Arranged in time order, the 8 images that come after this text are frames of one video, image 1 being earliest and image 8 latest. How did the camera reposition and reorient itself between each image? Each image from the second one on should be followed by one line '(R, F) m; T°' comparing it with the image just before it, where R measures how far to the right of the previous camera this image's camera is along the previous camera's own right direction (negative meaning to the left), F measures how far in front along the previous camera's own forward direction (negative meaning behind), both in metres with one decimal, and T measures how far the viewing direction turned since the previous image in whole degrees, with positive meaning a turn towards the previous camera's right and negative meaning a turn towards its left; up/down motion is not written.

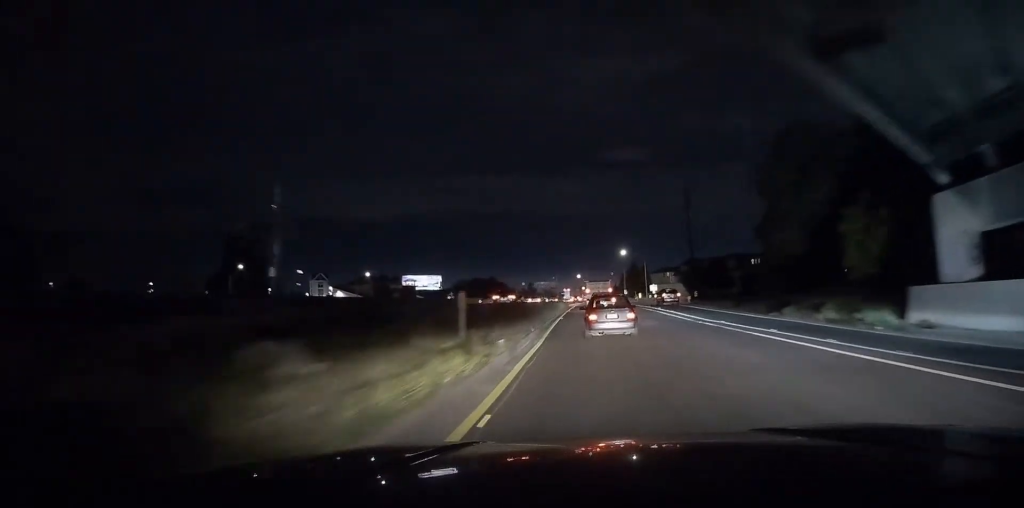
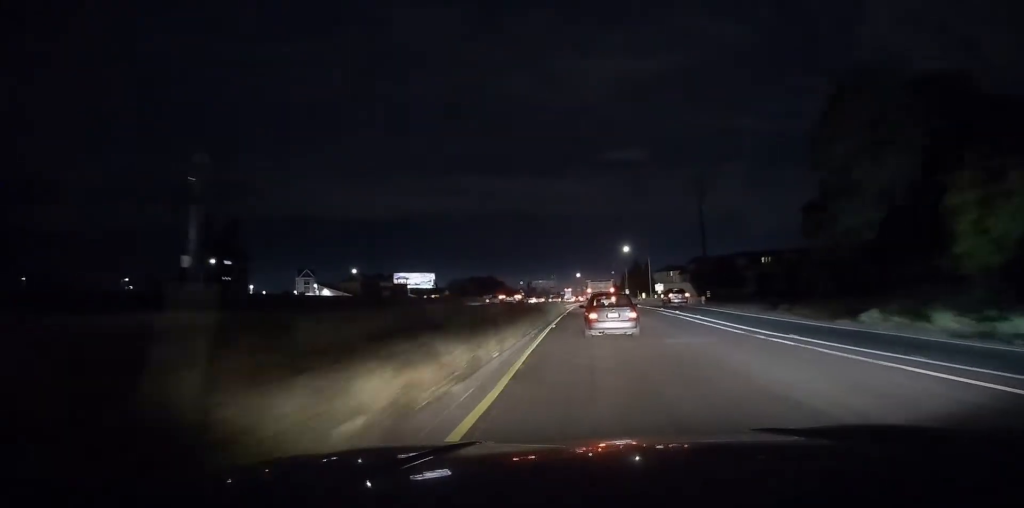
(+0.1, +9.6) m; 0°
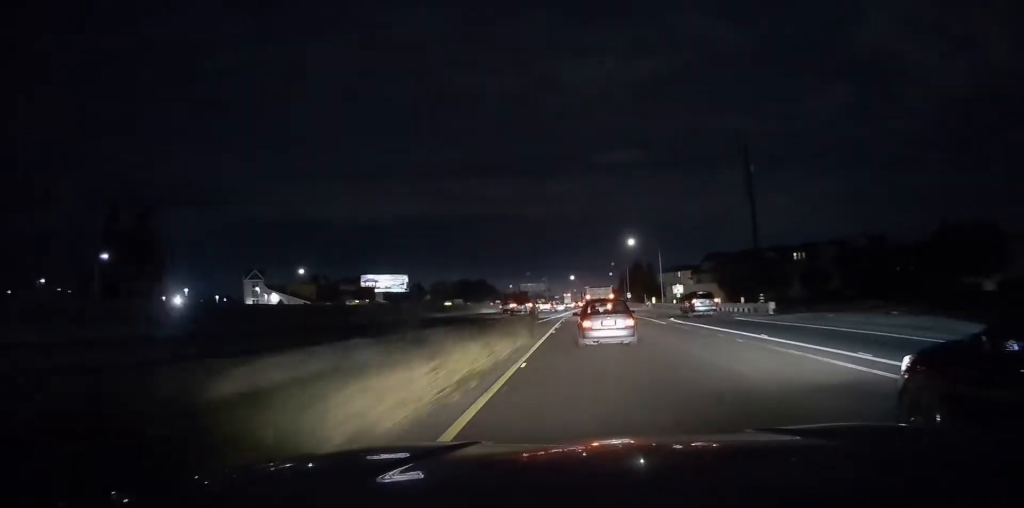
(+0.2, +27.6) m; +1°
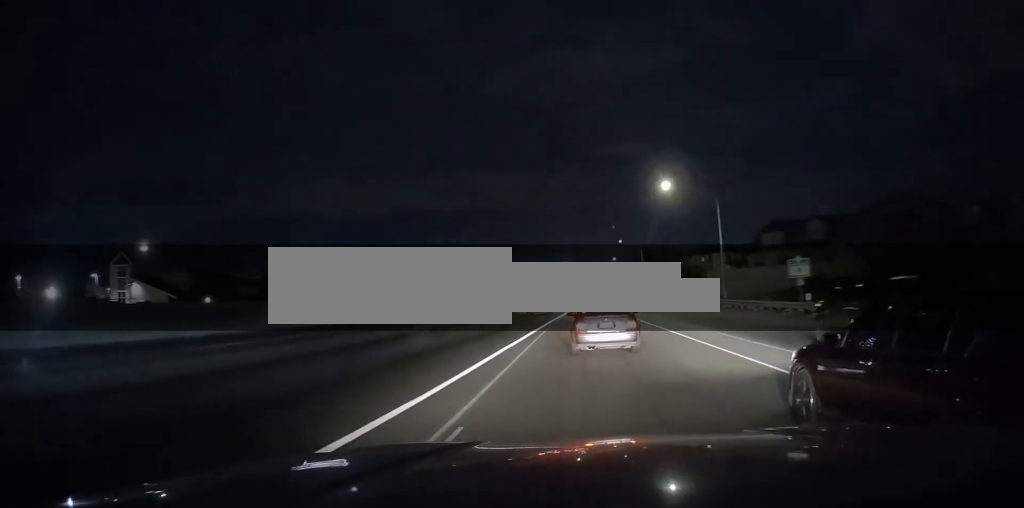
(+0.7, +50.0) m; +1°
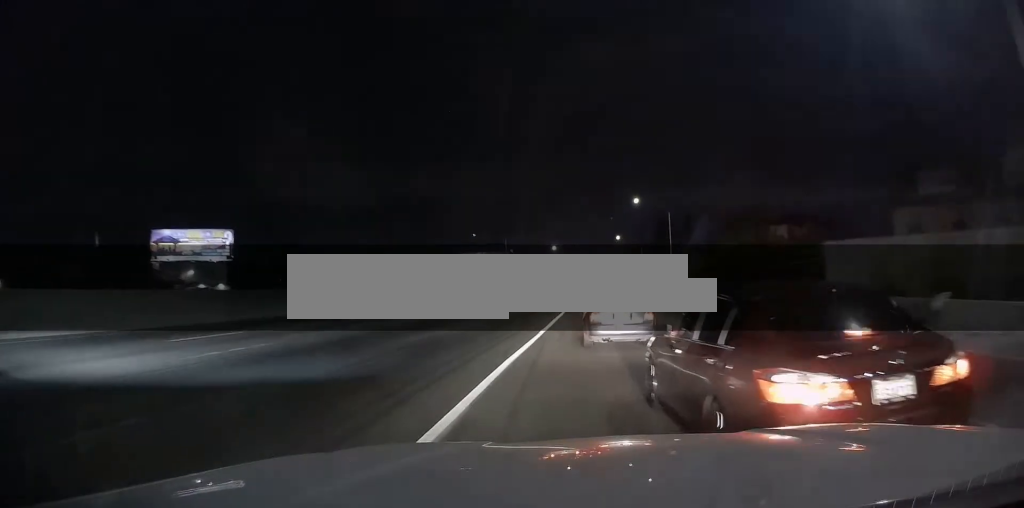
(-0.4, +46.2) m; 0°
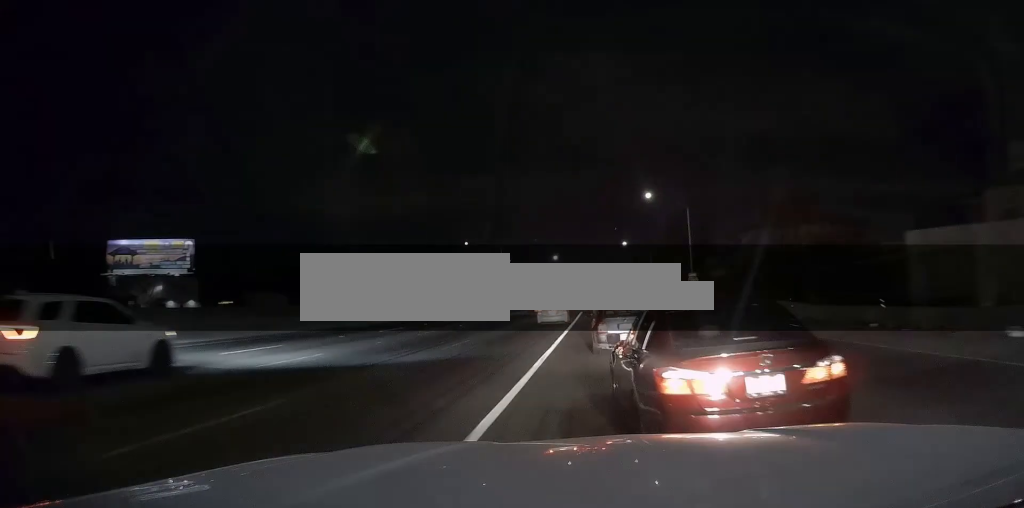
(0.0, +13.3) m; 0°
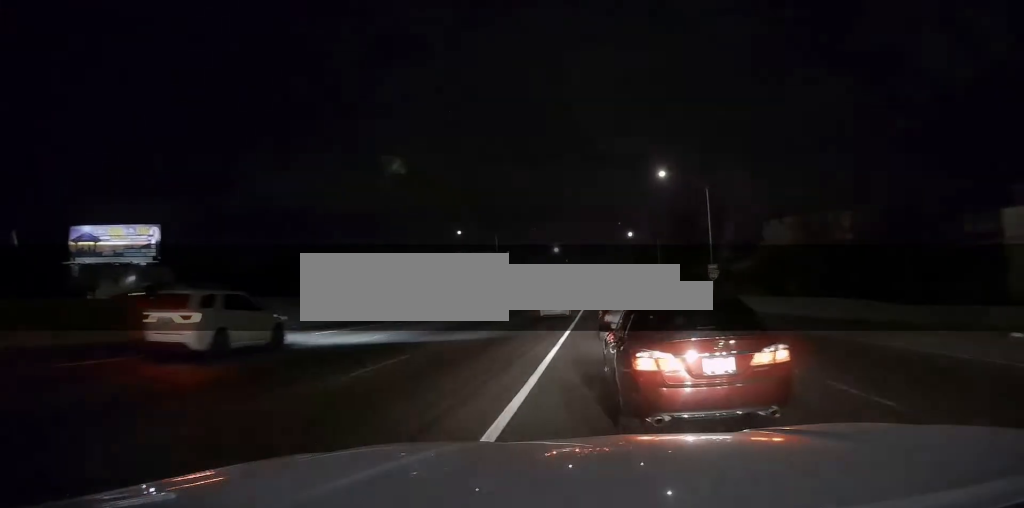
(+0.2, +9.7) m; 0°
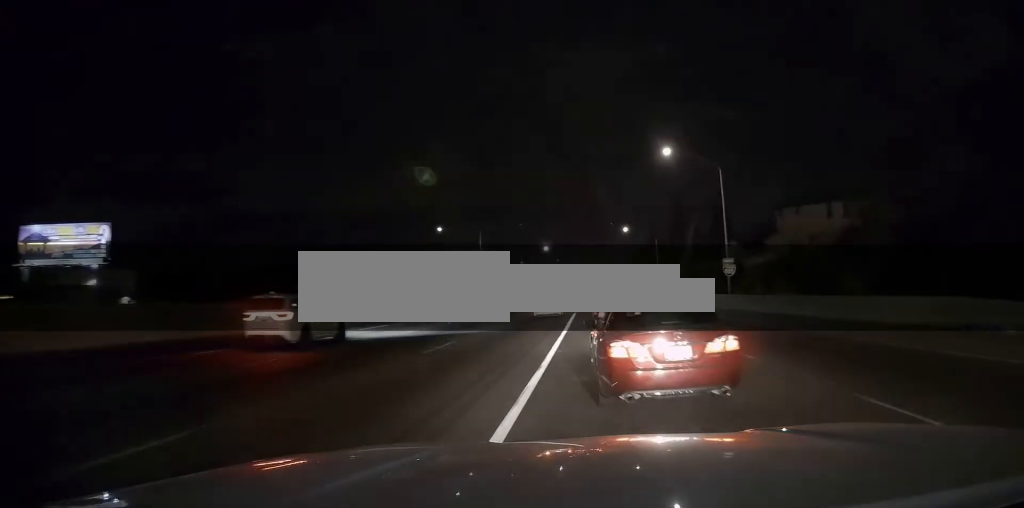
(+0.1, +9.5) m; 0°
